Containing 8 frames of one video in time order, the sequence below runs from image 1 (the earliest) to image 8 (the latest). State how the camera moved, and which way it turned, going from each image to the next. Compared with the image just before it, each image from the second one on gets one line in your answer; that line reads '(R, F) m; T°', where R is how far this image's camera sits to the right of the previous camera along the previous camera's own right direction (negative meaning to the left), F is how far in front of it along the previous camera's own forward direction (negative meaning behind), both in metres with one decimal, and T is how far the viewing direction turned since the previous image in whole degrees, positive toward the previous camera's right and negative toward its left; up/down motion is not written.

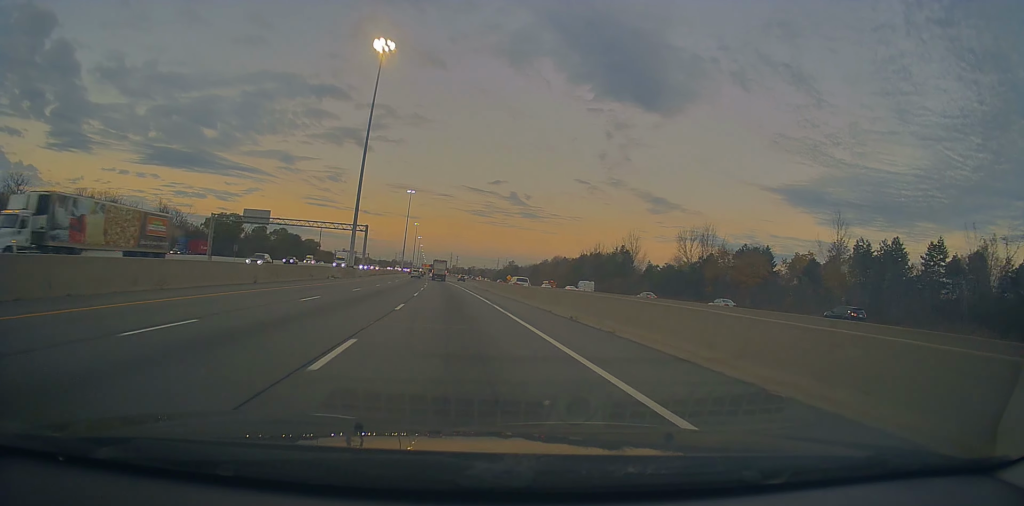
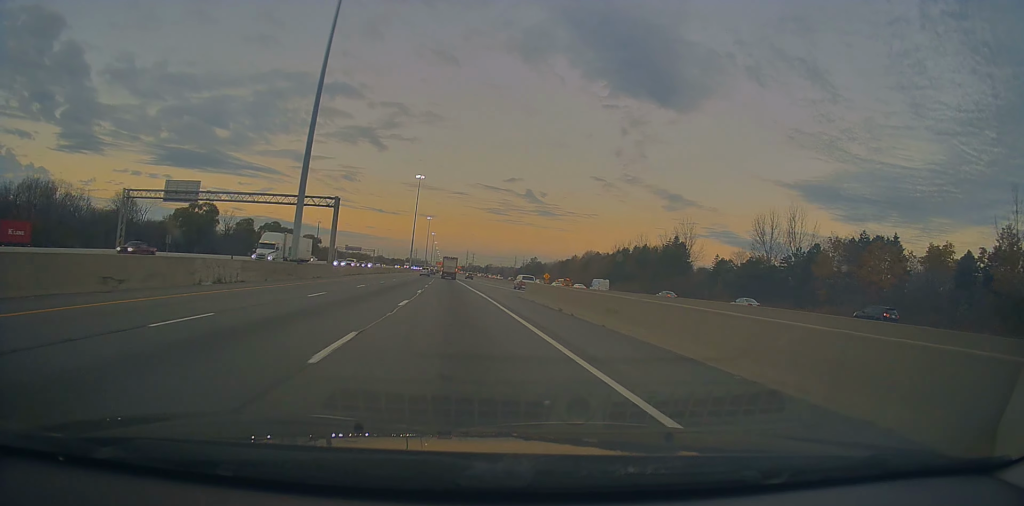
(-0.2, +35.0) m; -1°
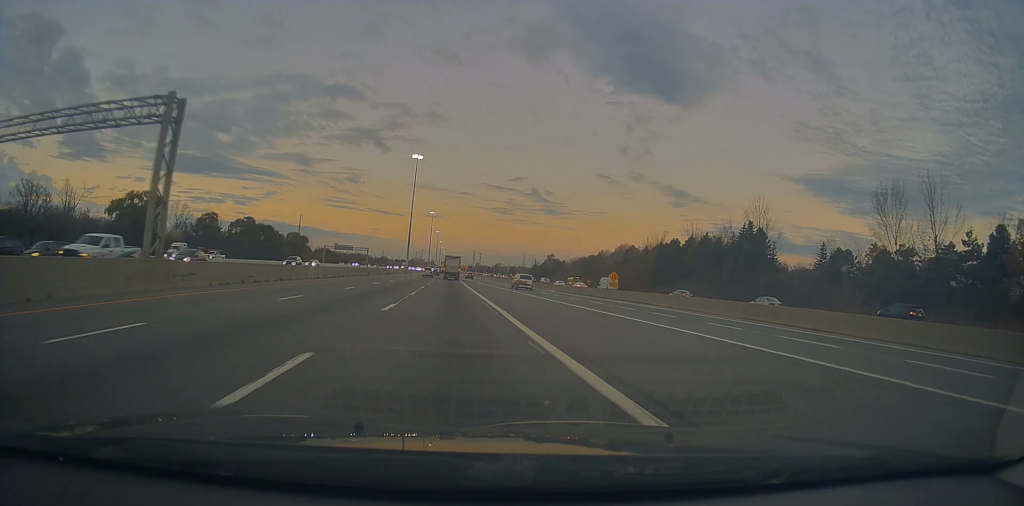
(-0.5, +39.1) m; 0°
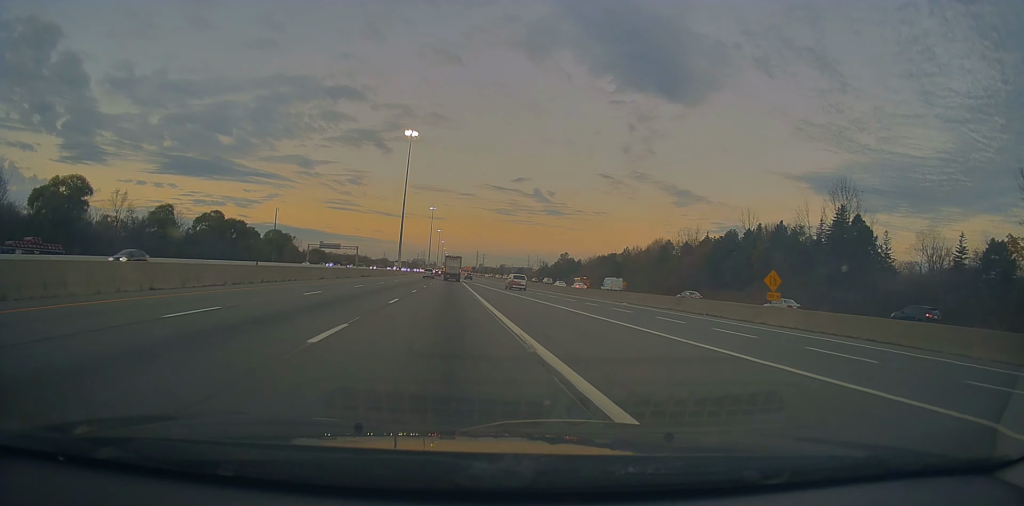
(+0.2, +32.1) m; 0°
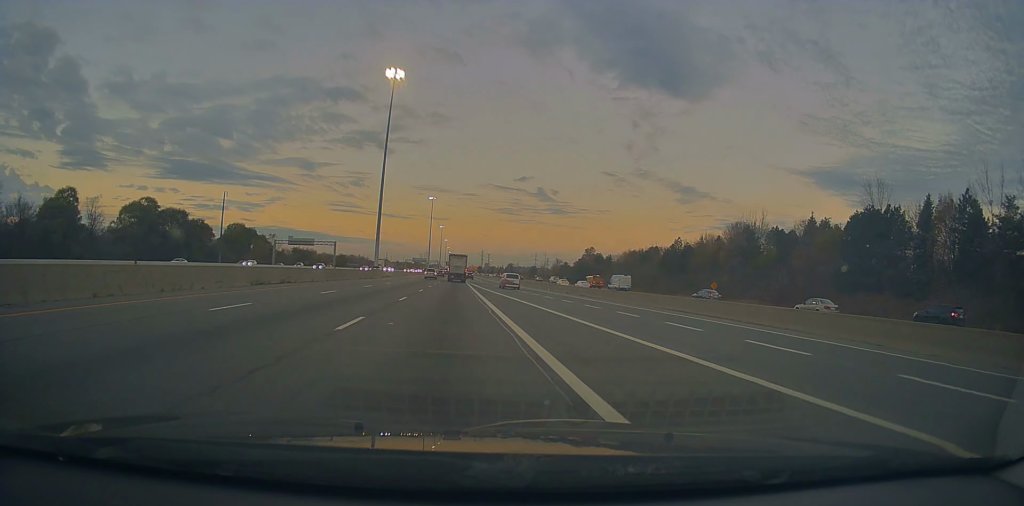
(-0.5, +45.8) m; -1°
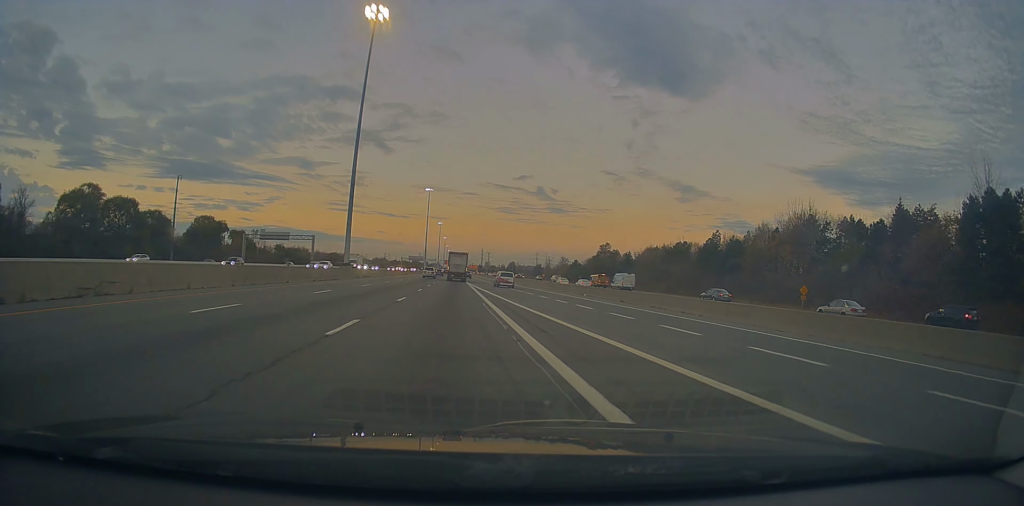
(-0.1, +25.2) m; 0°
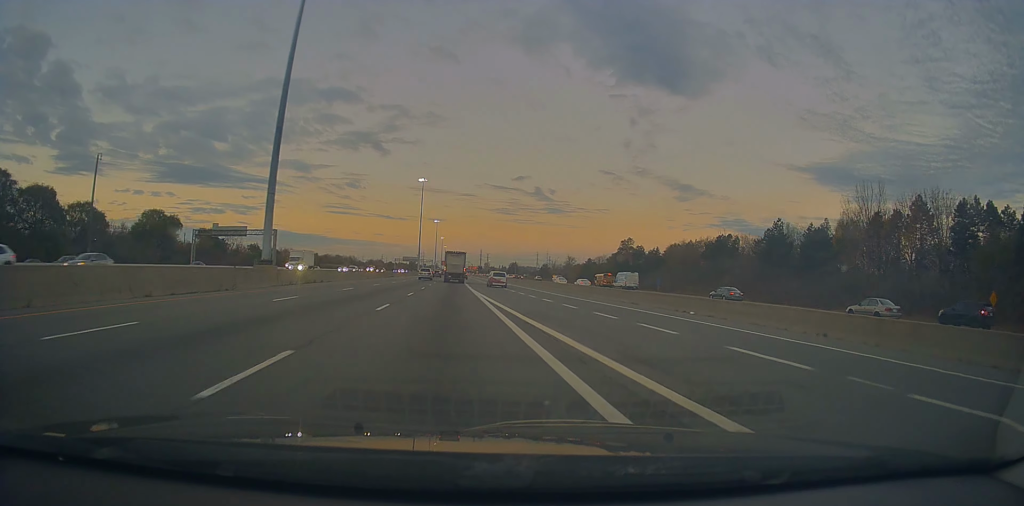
(+0.3, +29.6) m; 0°
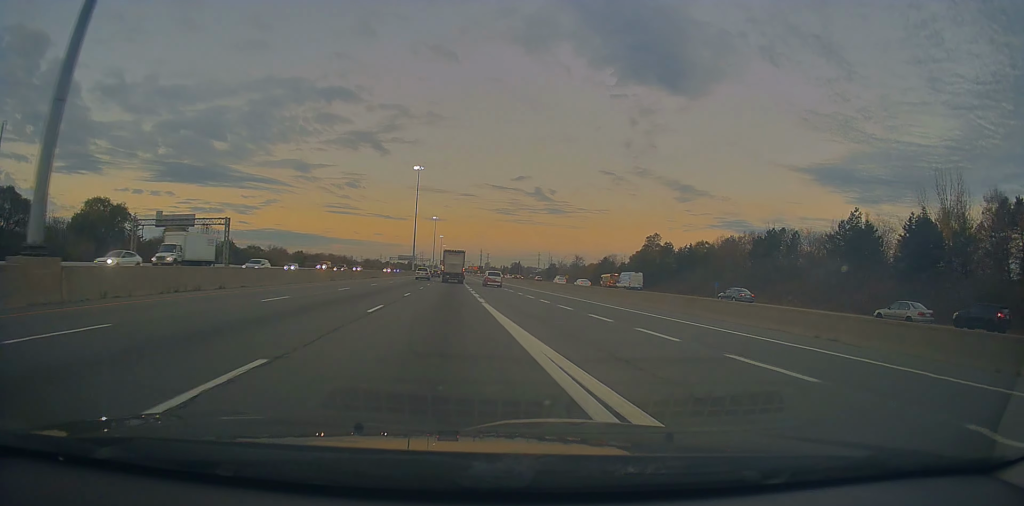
(-0.1, +24.9) m; 0°
